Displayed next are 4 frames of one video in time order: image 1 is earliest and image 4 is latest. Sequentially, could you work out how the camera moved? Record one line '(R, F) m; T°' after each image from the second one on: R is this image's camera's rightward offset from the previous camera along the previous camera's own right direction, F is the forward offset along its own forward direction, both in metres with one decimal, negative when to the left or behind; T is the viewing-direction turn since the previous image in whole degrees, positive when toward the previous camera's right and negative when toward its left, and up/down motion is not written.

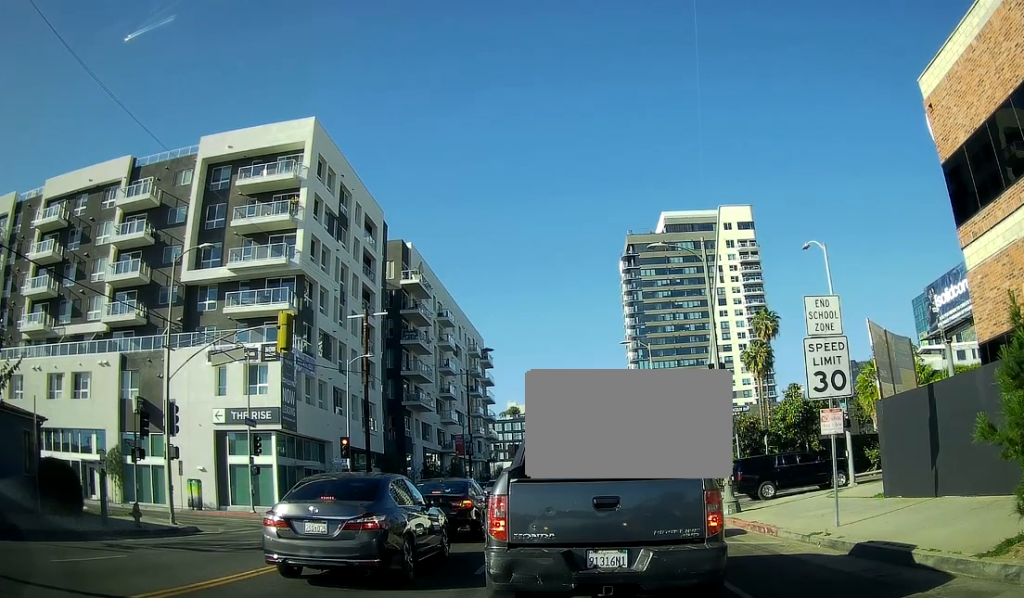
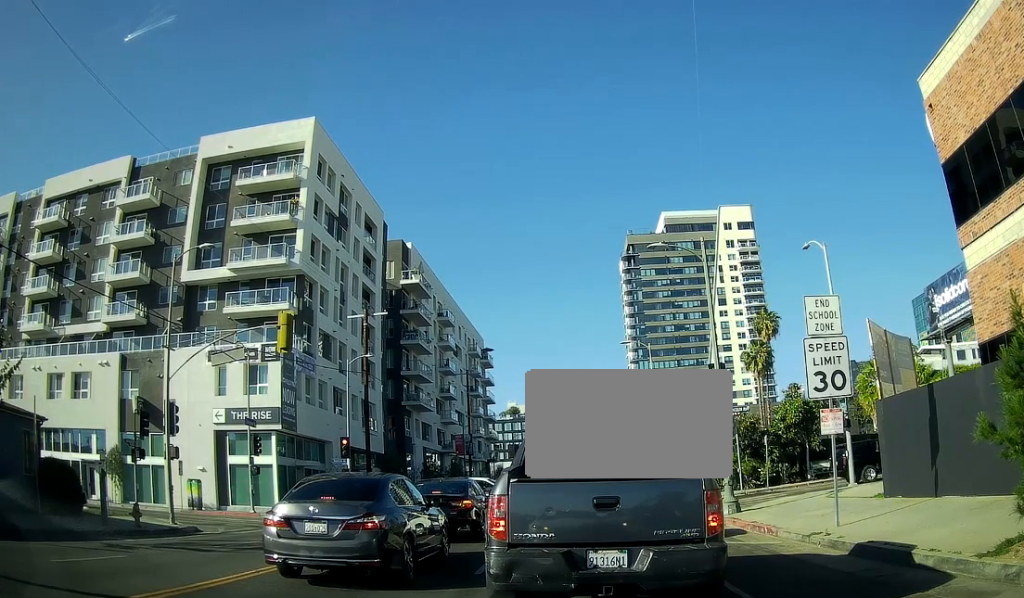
(-0.1, 0.0) m; 0°
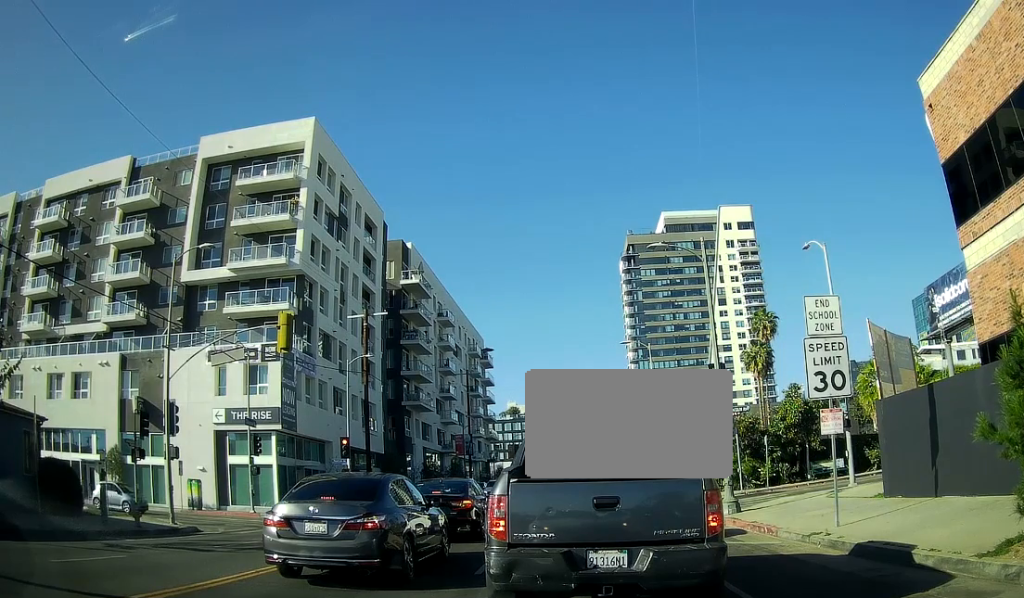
(0.0, 0.0) m; 0°
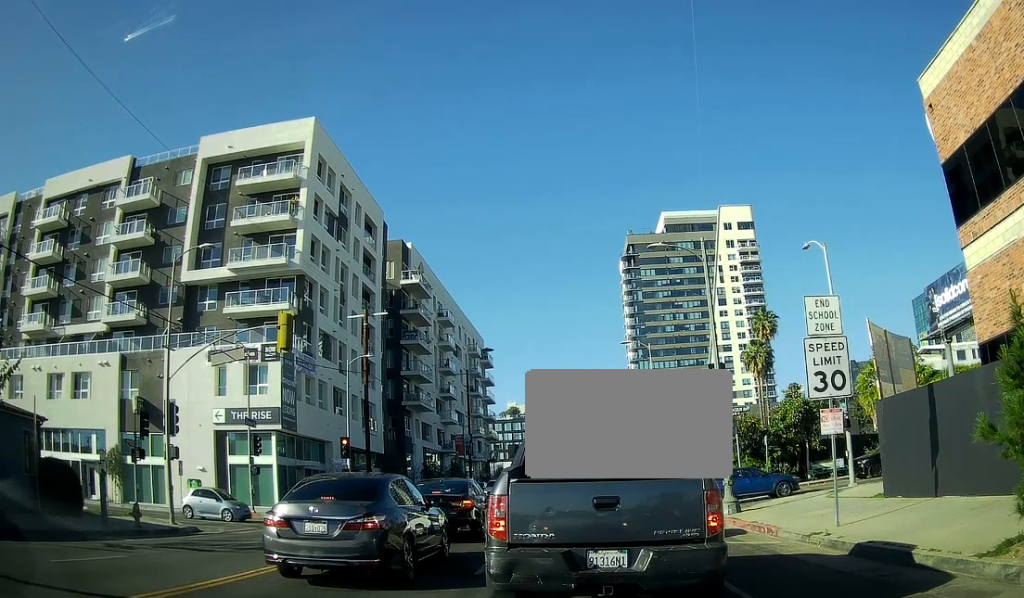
(+0.2, -0.1) m; 0°
